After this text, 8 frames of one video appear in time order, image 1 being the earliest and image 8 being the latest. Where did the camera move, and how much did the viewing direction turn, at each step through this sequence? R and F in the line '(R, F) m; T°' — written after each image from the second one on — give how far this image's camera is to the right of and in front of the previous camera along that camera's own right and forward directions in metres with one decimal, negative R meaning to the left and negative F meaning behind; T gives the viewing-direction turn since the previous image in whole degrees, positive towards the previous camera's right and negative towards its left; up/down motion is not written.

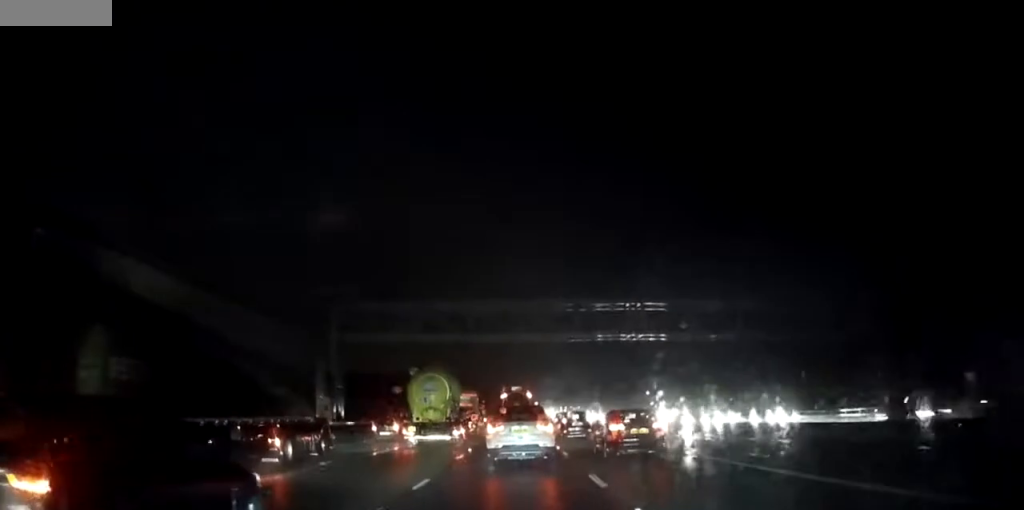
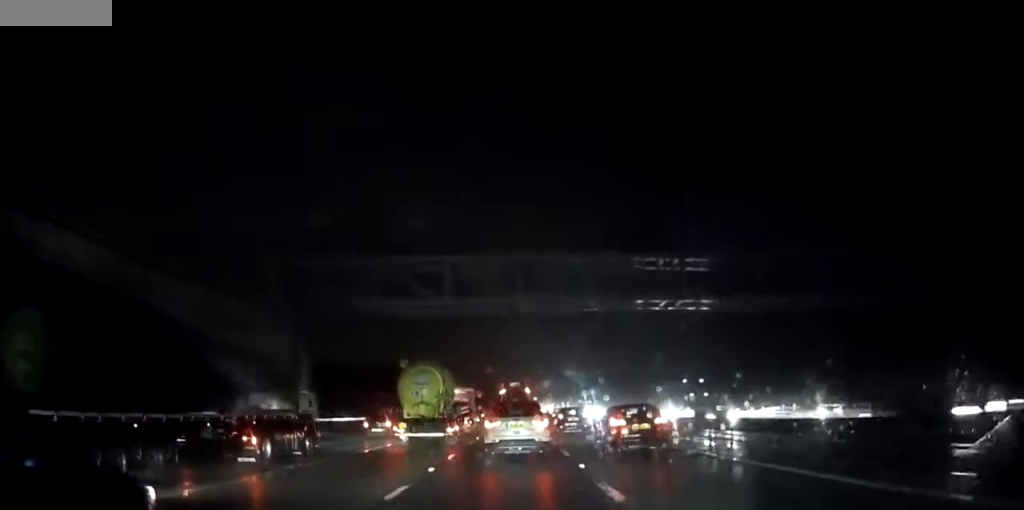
(0.0, +10.3) m; 0°
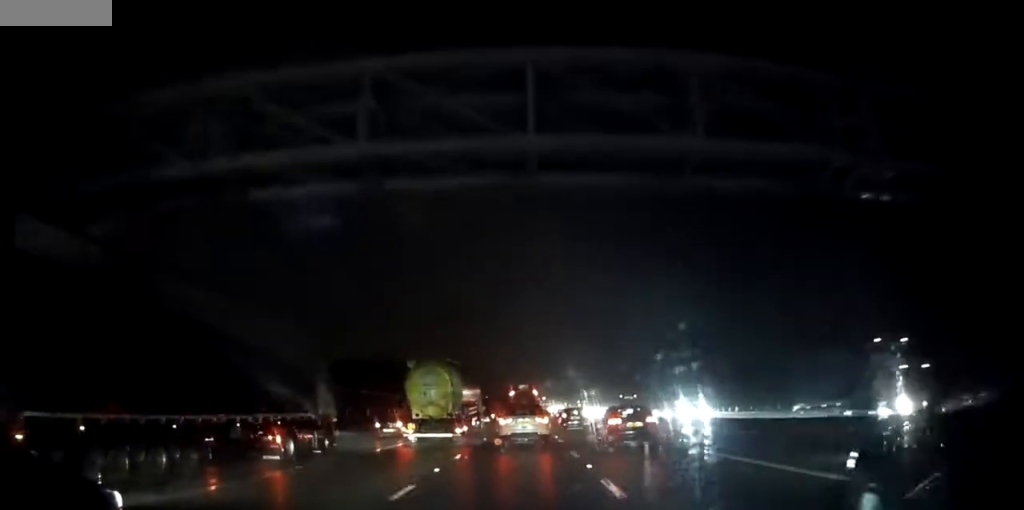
(+0.1, +16.4) m; +1°
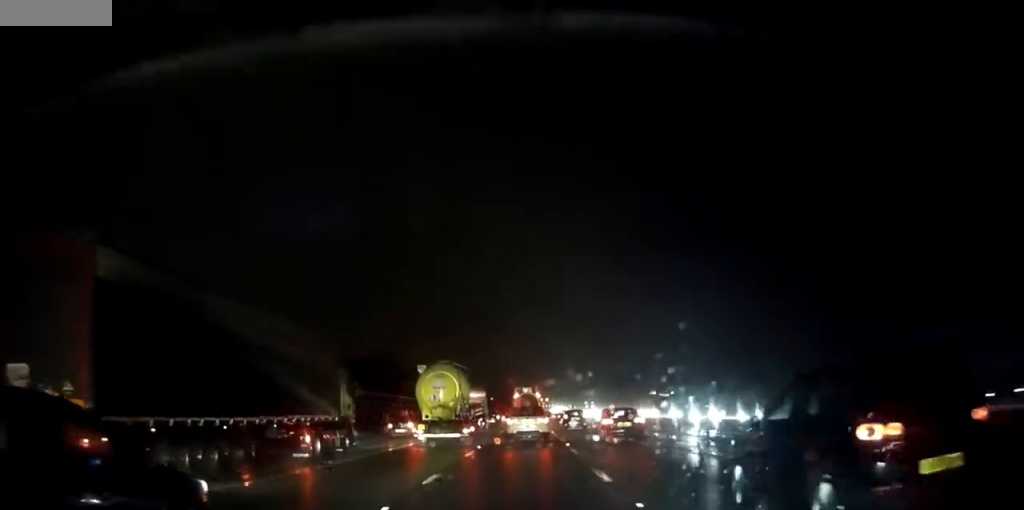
(0.0, +6.4) m; 0°
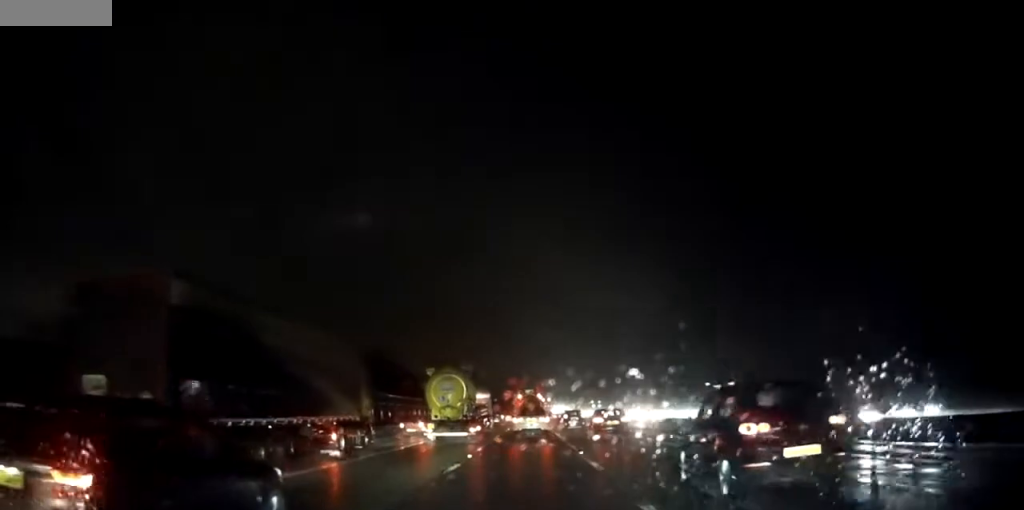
(0.0, +6.1) m; -1°
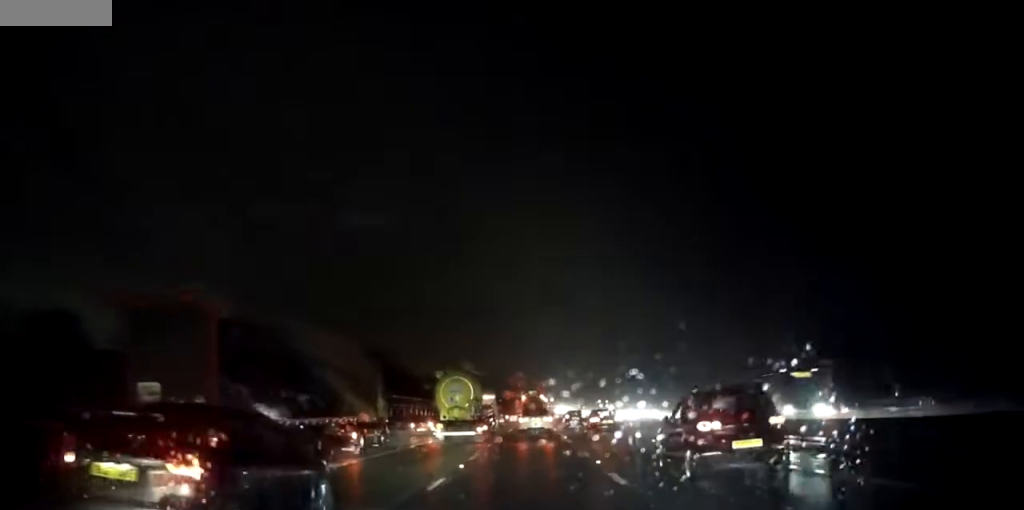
(0.0, +4.1) m; -1°
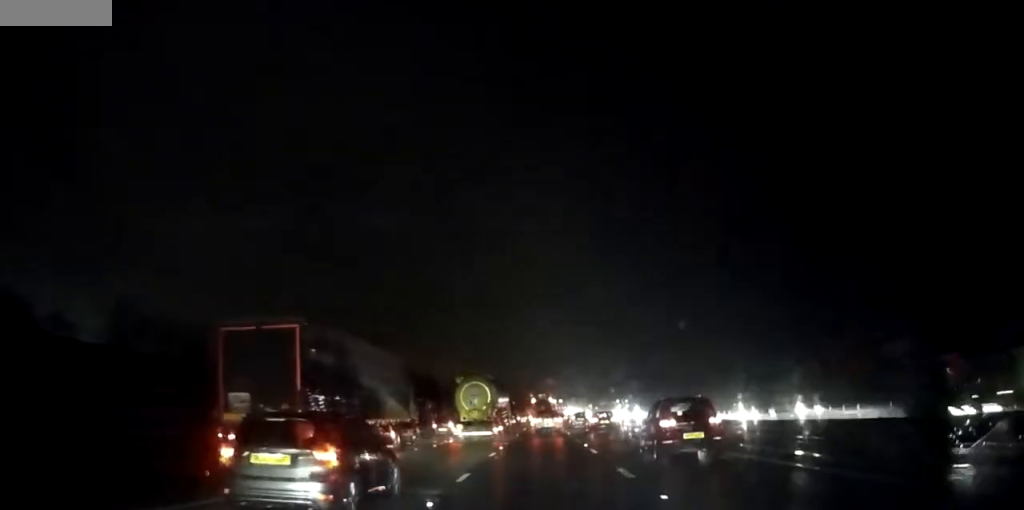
(-0.3, +8.1) m; -2°
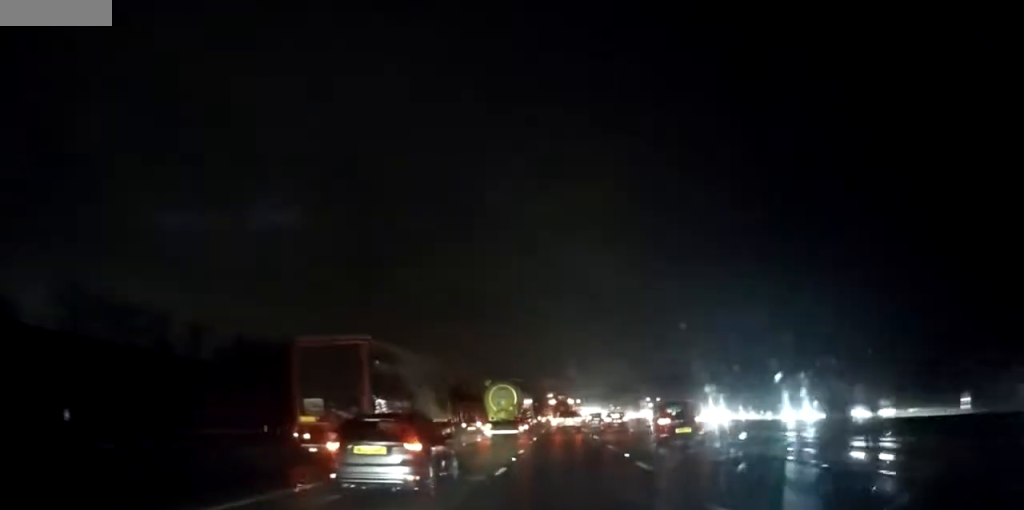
(-0.1, +7.6) m; -1°
